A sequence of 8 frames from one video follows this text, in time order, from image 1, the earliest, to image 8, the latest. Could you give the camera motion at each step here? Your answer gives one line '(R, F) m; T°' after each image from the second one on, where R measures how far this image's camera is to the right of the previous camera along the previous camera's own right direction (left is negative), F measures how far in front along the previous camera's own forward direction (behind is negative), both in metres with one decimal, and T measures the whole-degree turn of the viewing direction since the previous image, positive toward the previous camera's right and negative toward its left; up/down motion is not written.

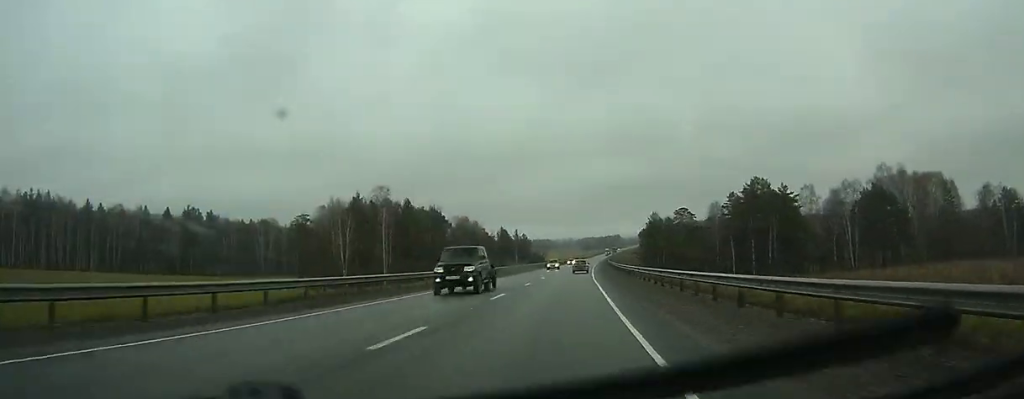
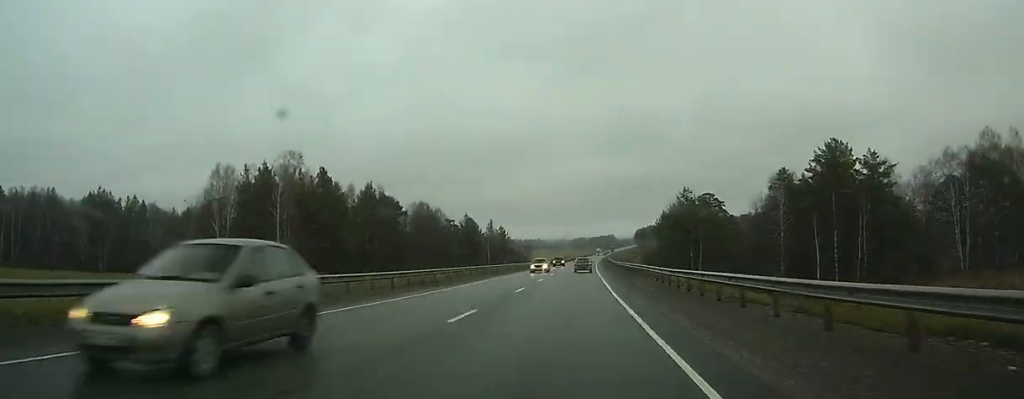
(+0.1, +44.2) m; +1°
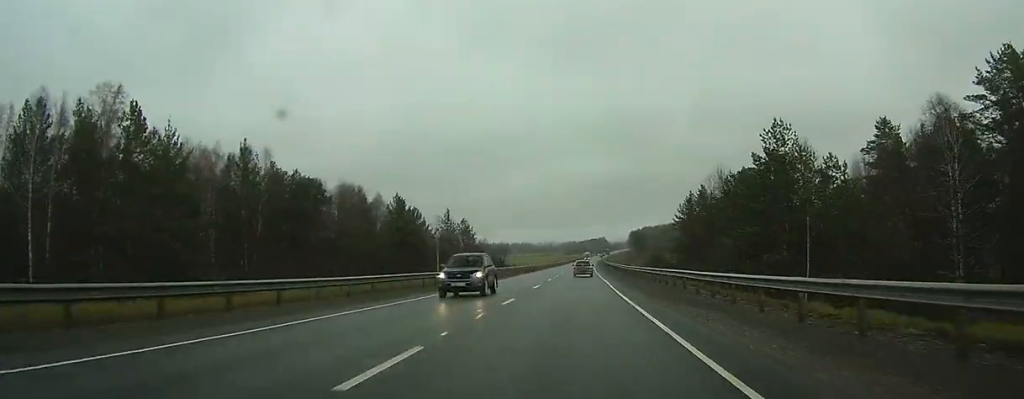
(+0.4, +42.4) m; +1°
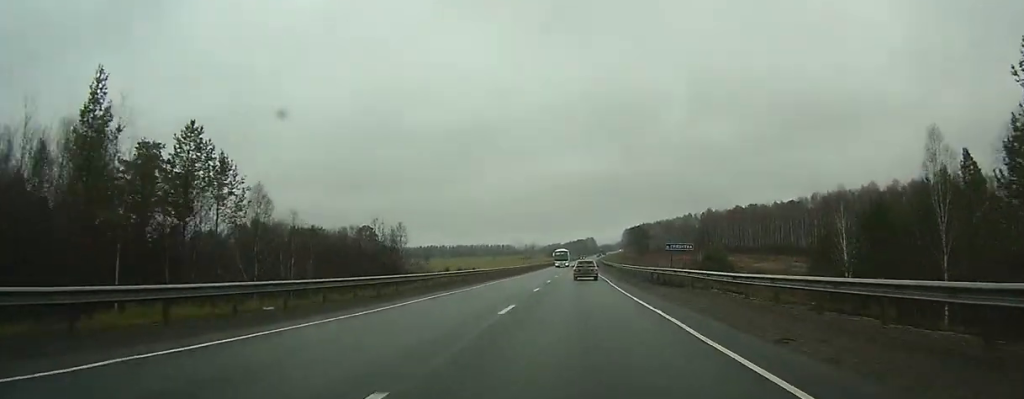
(+1.2, +87.2) m; +2°
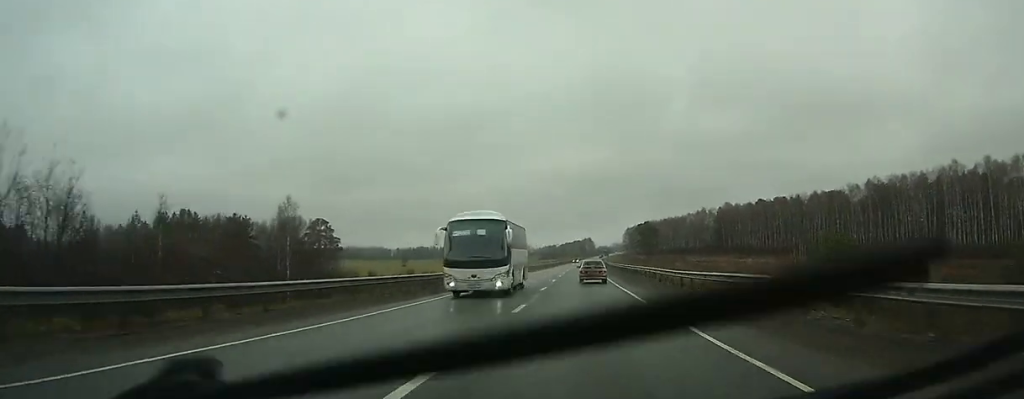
(+0.4, +46.5) m; +1°
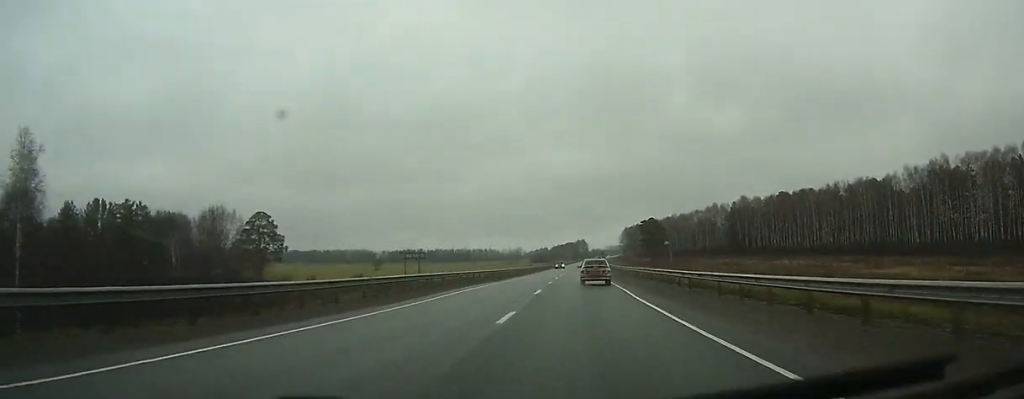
(+0.3, +39.1) m; +1°
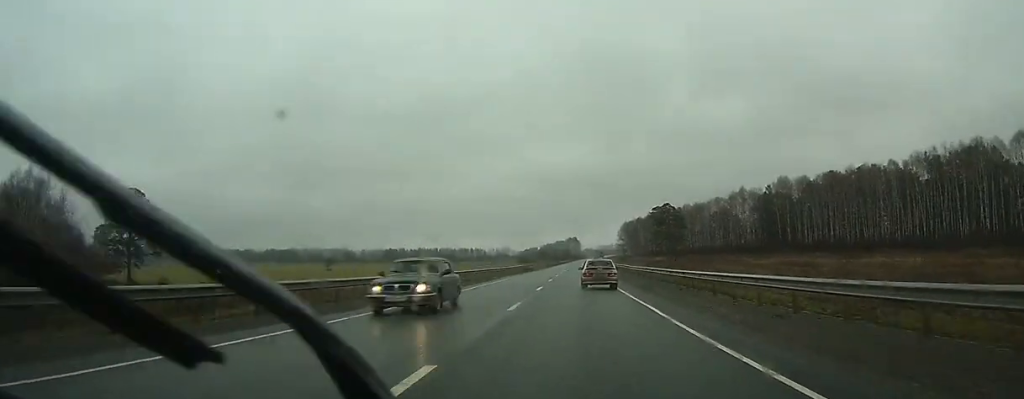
(+0.2, +55.9) m; +1°
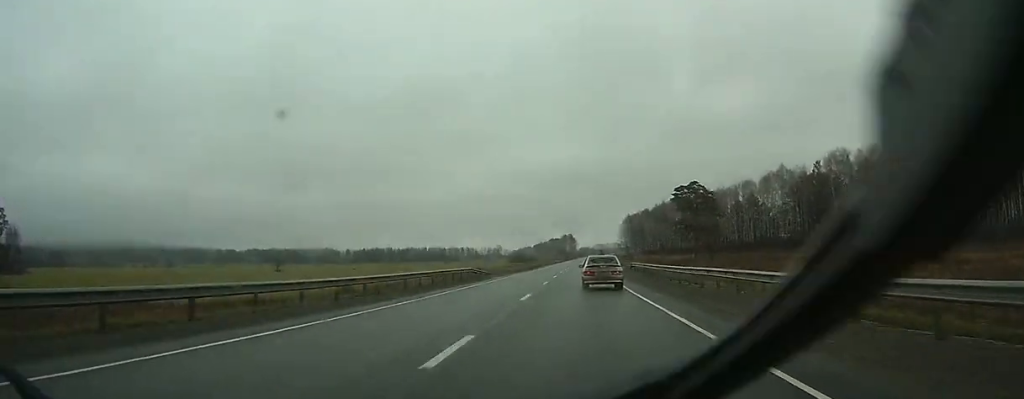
(+0.4, +44.7) m; 0°
